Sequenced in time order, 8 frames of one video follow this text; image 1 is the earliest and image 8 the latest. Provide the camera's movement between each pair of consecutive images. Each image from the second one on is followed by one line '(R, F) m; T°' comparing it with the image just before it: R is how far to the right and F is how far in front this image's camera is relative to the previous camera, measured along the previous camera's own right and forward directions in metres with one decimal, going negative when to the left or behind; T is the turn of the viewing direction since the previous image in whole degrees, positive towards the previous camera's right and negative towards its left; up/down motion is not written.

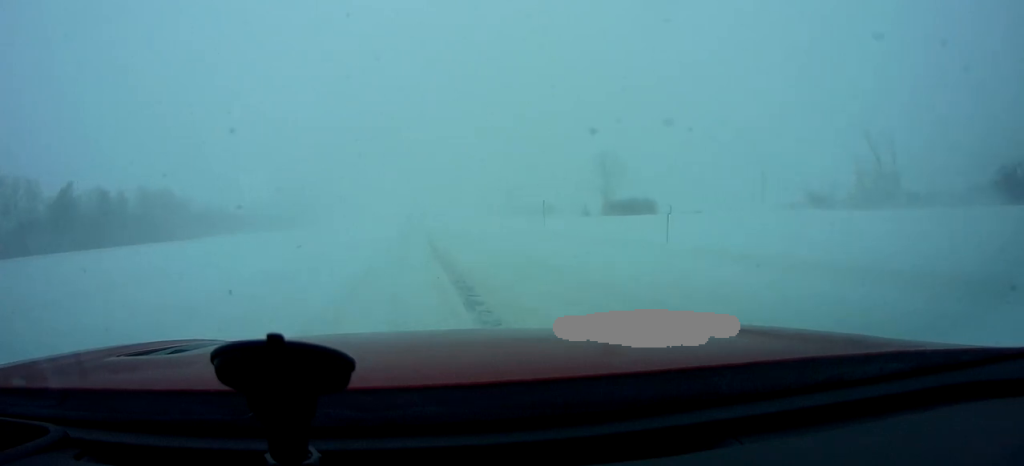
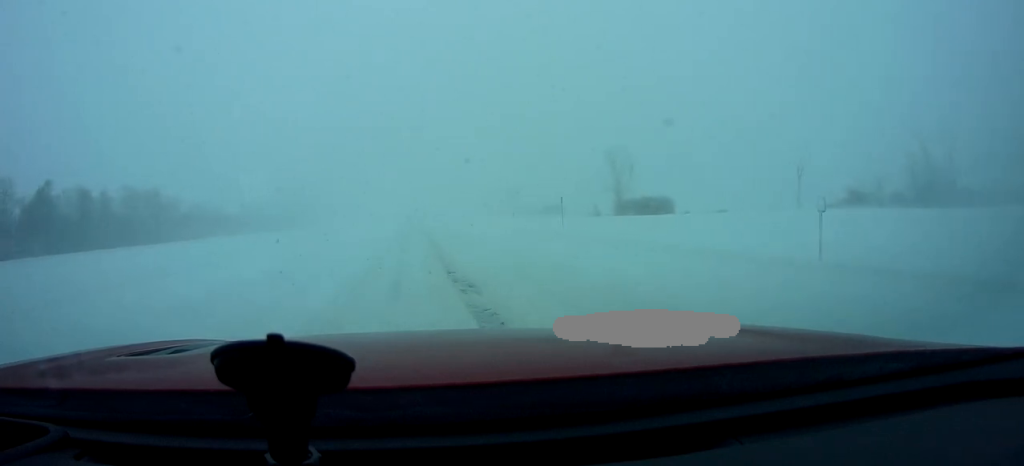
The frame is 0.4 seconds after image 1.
(+0.1, +6.4) m; +1°
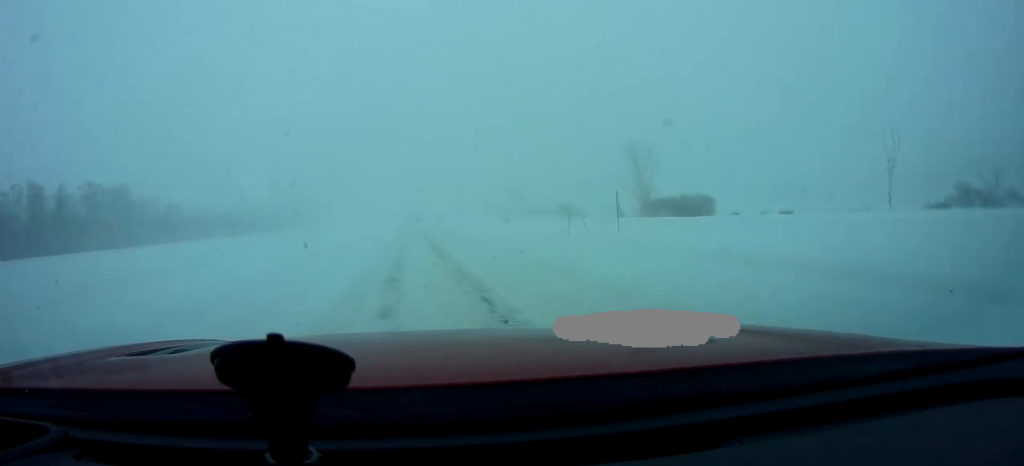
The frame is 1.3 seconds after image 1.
(+0.4, +13.2) m; +1°
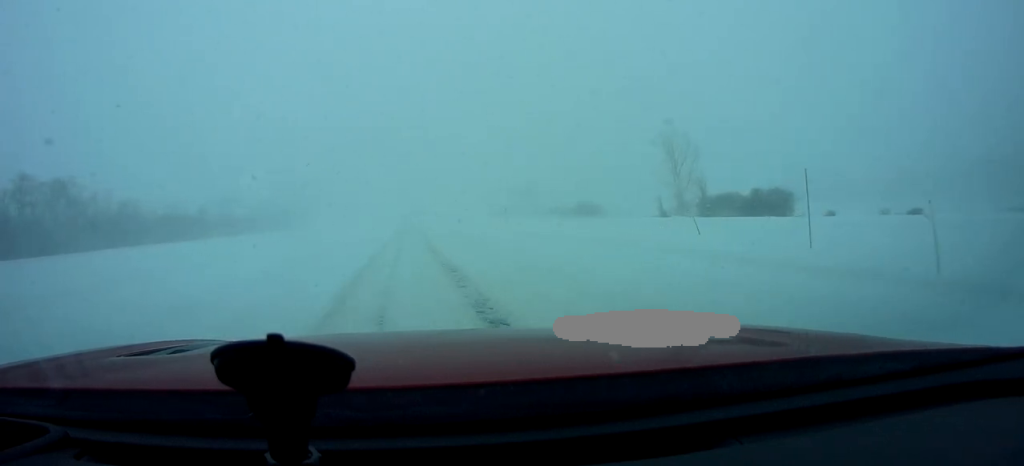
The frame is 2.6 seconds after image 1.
(-0.2, +18.3) m; -1°
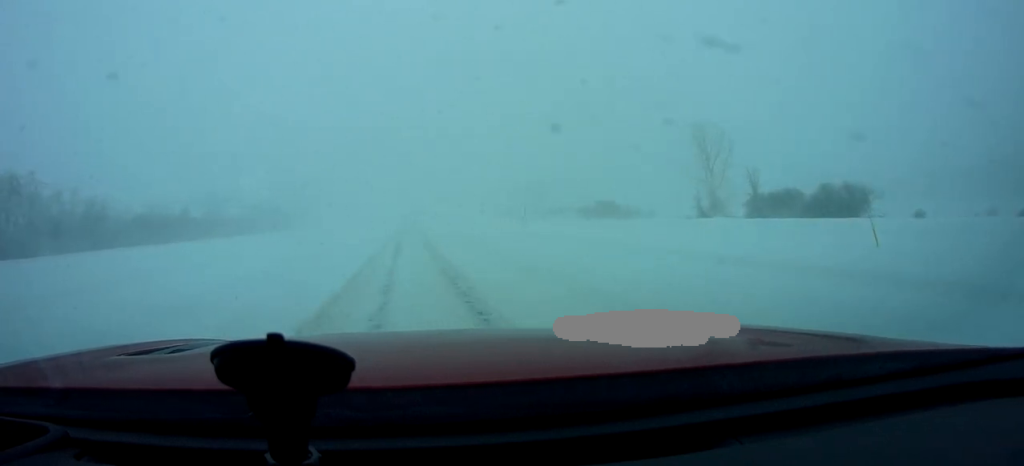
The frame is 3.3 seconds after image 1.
(-0.2, +11.6) m; 0°
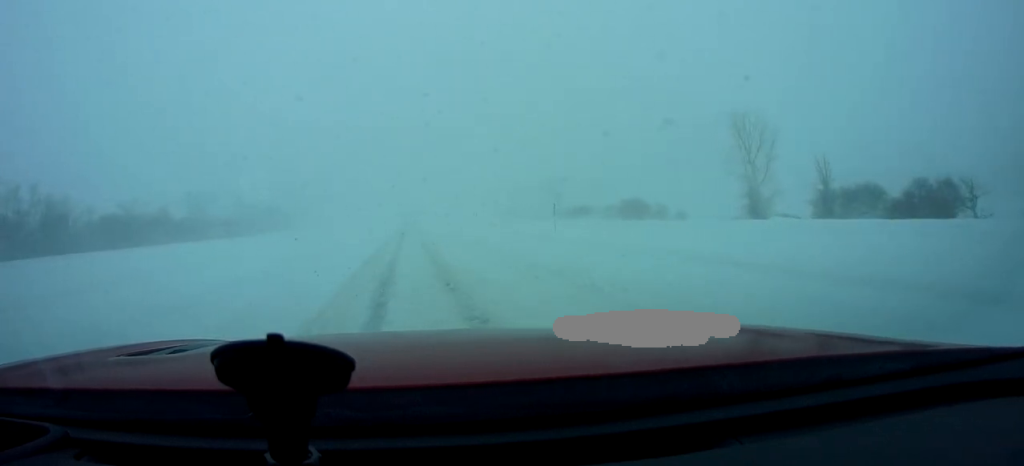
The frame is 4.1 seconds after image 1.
(+0.2, +11.6) m; +1°
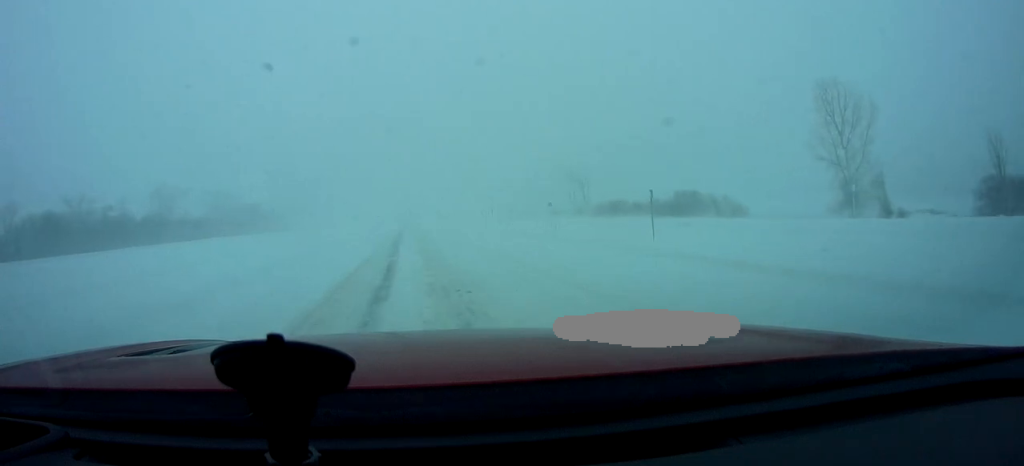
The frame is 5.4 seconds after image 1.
(-0.1, +19.5) m; -1°
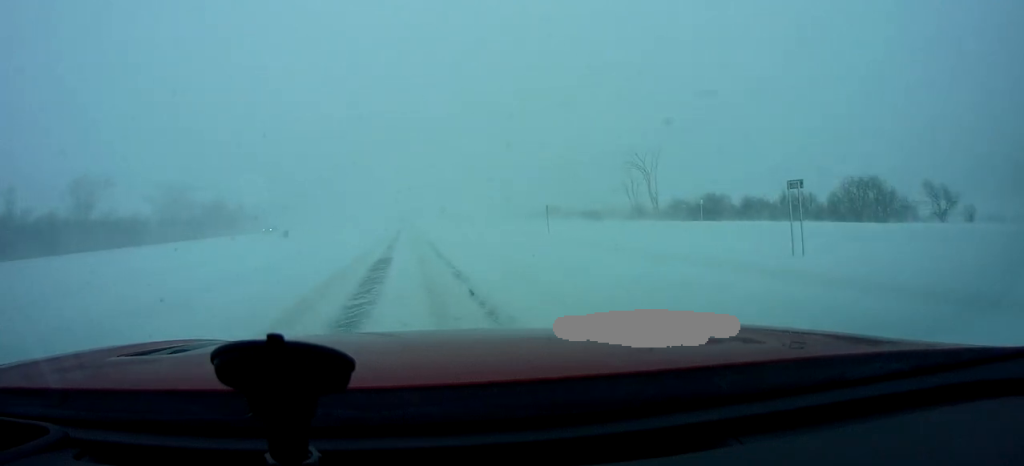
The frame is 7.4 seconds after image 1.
(+0.3, +32.9) m; 0°
